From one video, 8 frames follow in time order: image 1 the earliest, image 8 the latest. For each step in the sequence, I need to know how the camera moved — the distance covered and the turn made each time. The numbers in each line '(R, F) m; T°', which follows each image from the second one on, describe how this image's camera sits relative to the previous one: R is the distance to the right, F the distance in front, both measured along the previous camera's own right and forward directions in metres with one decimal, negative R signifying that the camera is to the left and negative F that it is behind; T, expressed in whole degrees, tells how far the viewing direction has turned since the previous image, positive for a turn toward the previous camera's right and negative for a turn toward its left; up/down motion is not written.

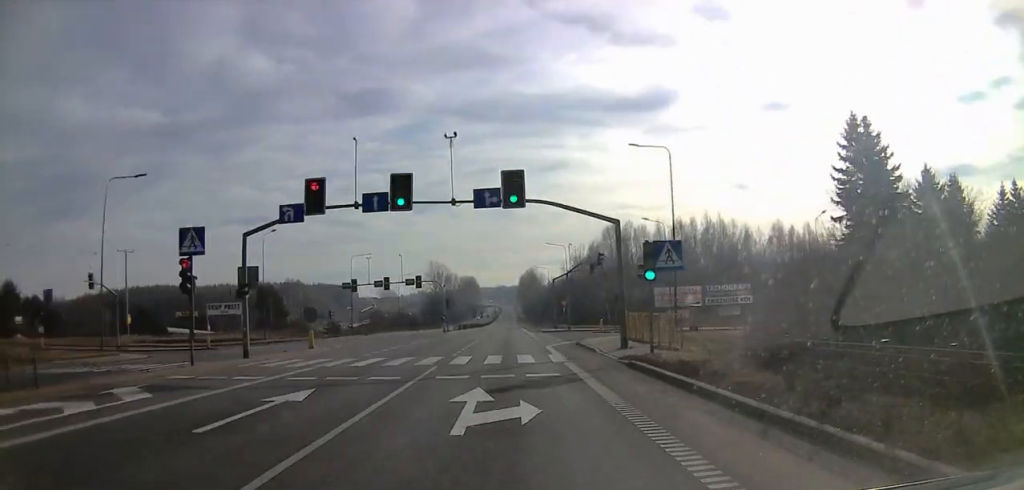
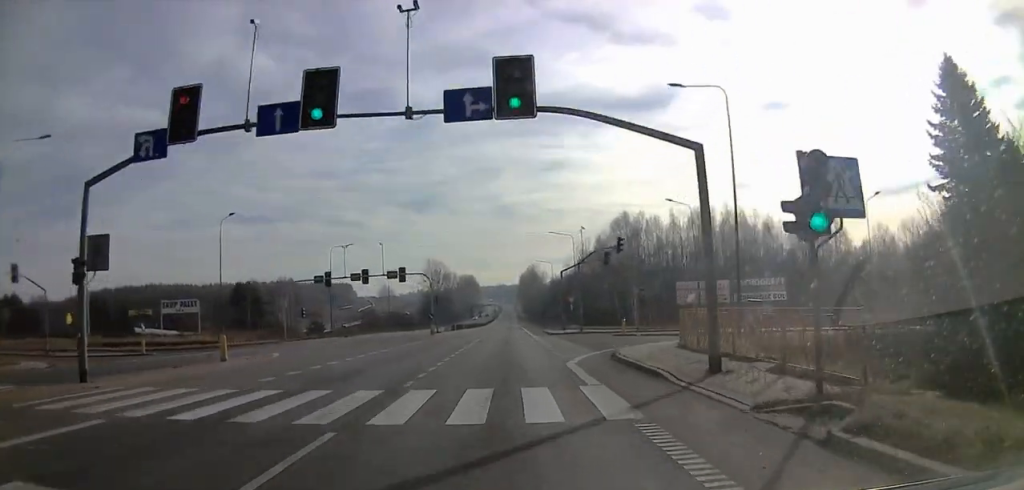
(0.0, +9.8) m; 0°
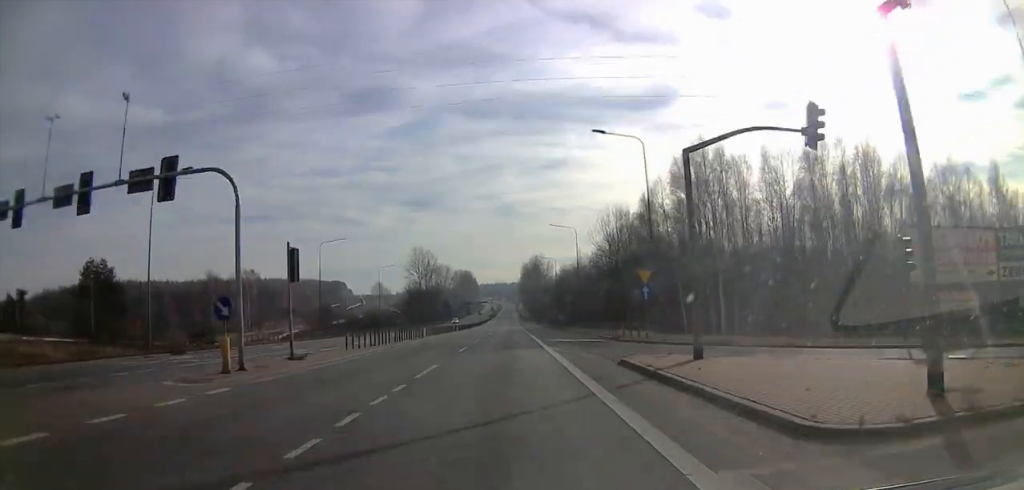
(0.0, +40.6) m; 0°
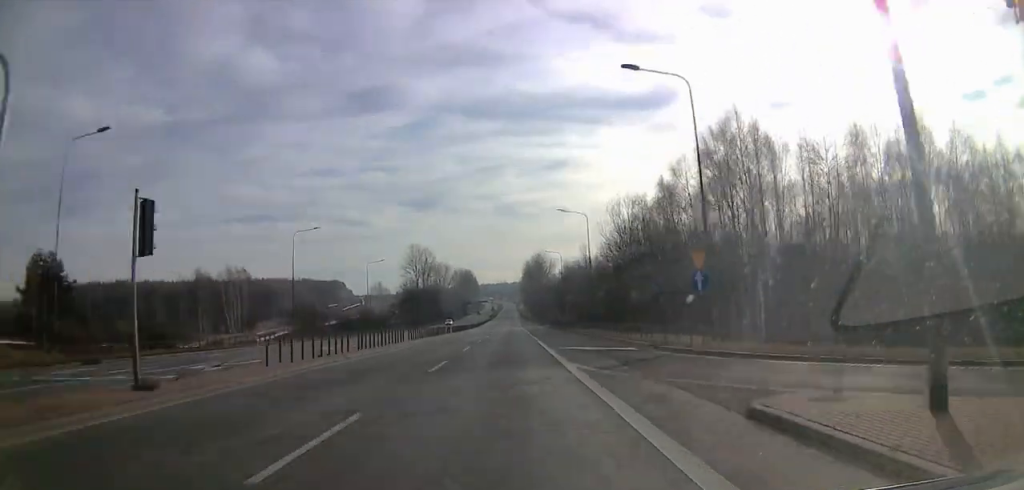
(0.0, +9.7) m; 0°
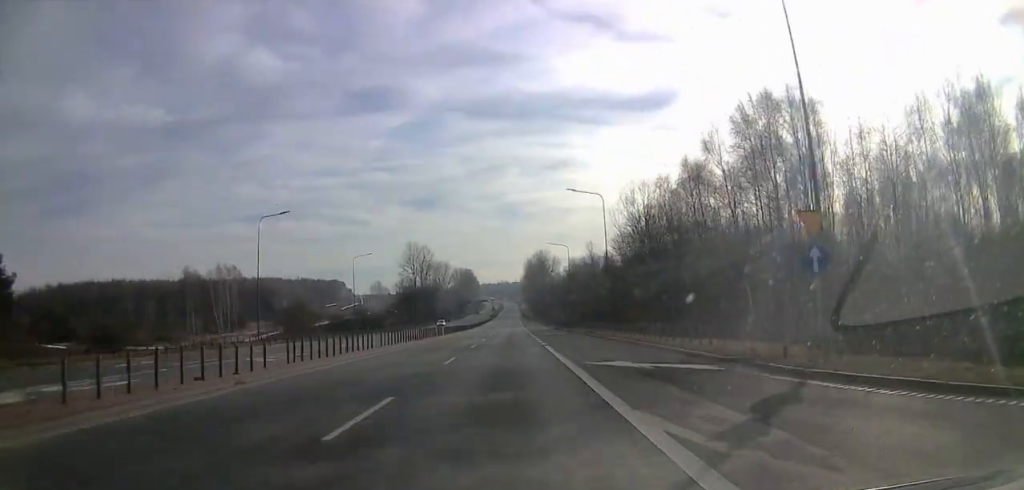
(0.0, +9.7) m; 0°
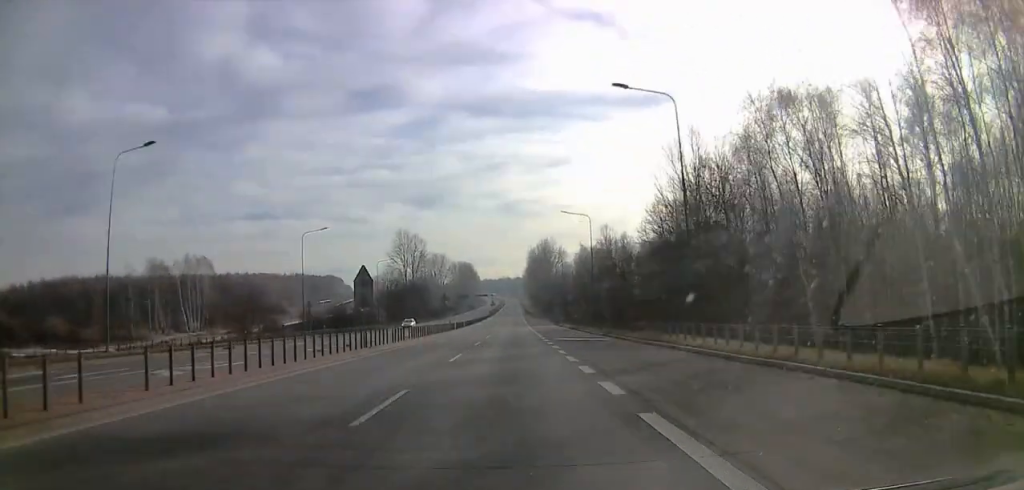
(0.0, +23.6) m; 0°
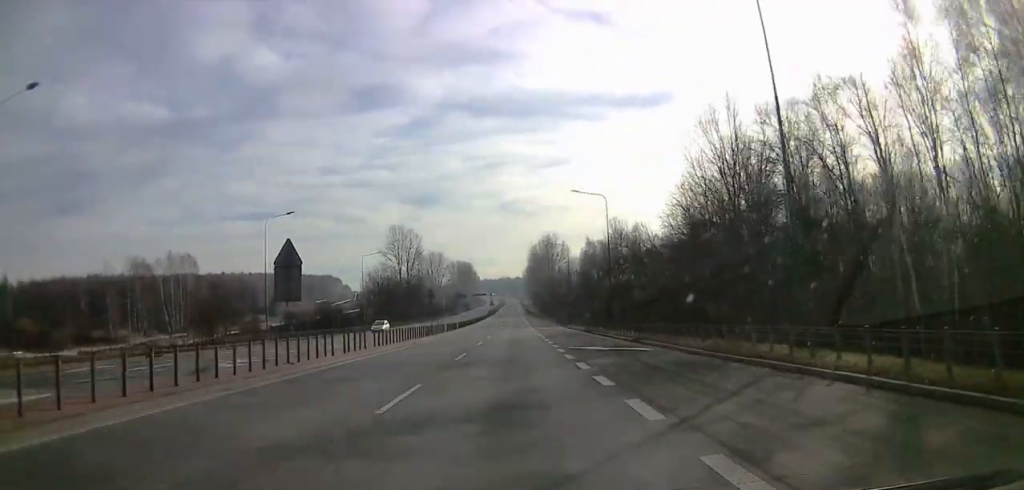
(0.0, +11.1) m; 0°
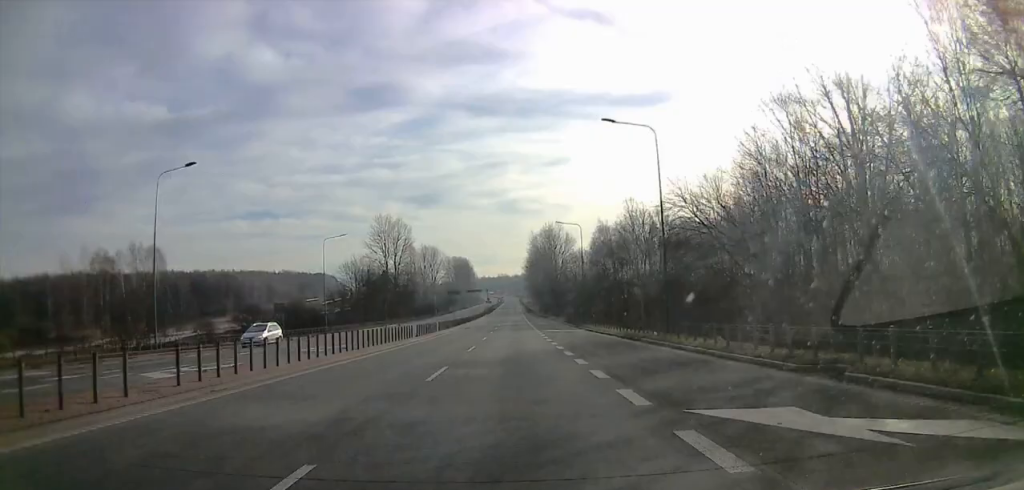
(0.0, +20.2) m; 0°
